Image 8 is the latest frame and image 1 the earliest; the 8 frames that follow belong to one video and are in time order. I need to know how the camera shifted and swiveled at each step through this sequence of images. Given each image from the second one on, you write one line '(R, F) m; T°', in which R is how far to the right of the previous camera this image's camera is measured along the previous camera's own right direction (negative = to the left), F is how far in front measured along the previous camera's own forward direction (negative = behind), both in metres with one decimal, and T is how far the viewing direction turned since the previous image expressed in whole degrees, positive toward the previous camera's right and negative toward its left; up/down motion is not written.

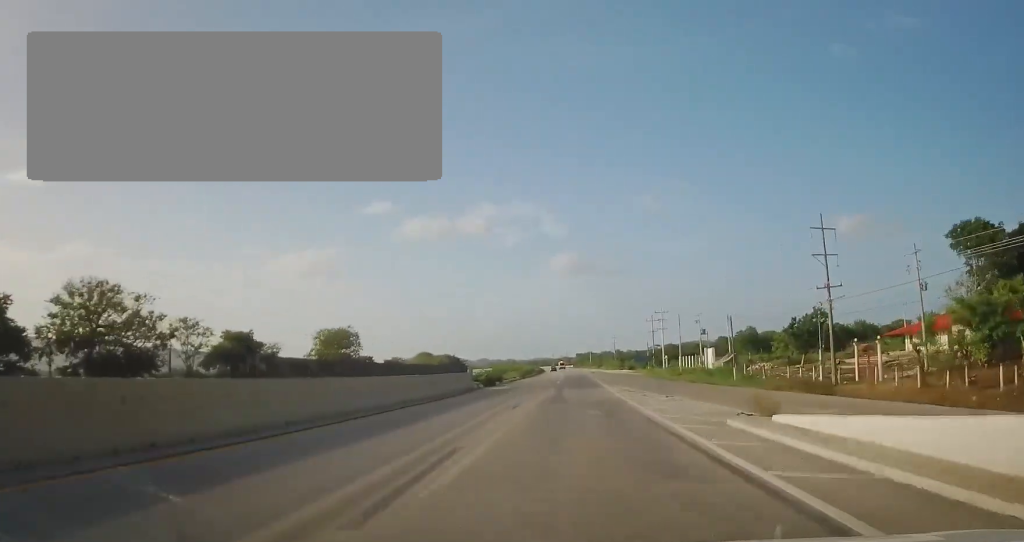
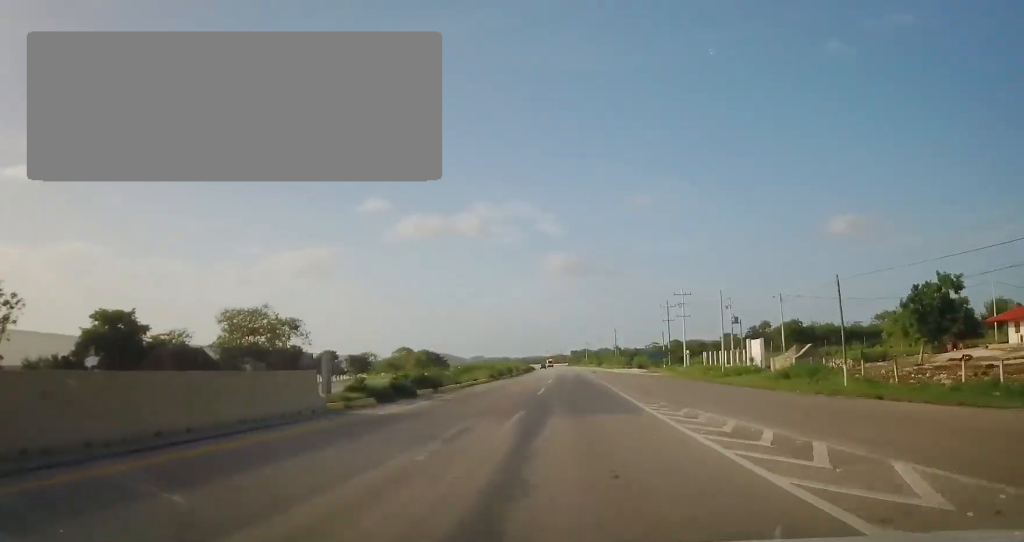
(+0.1, +26.0) m; +1°
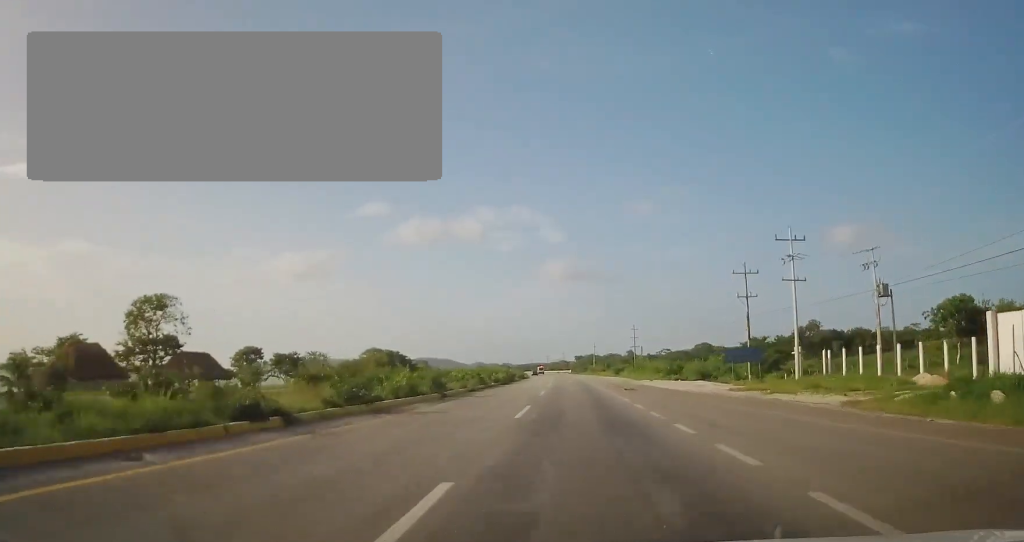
(+0.4, +43.2) m; 0°
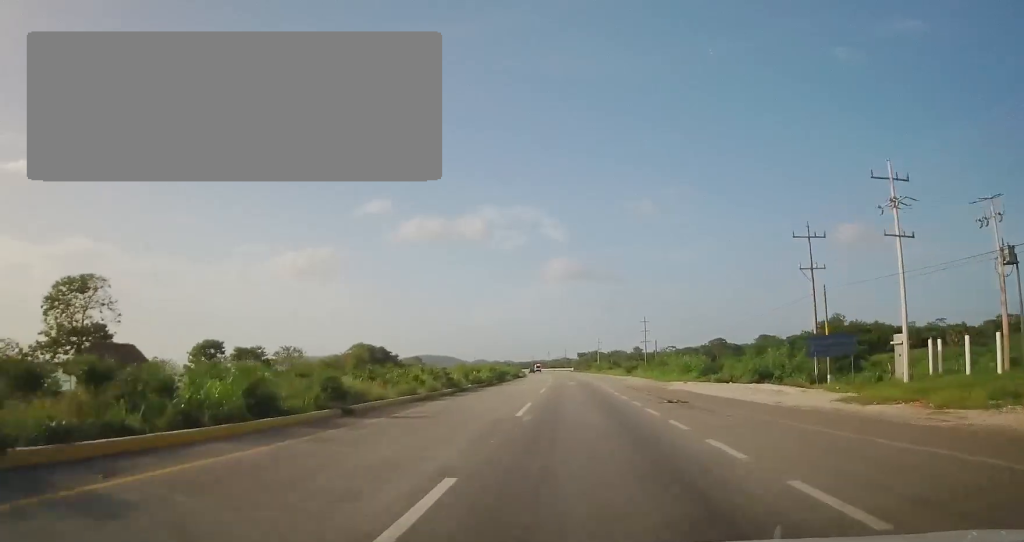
(-0.1, +15.6) m; -1°
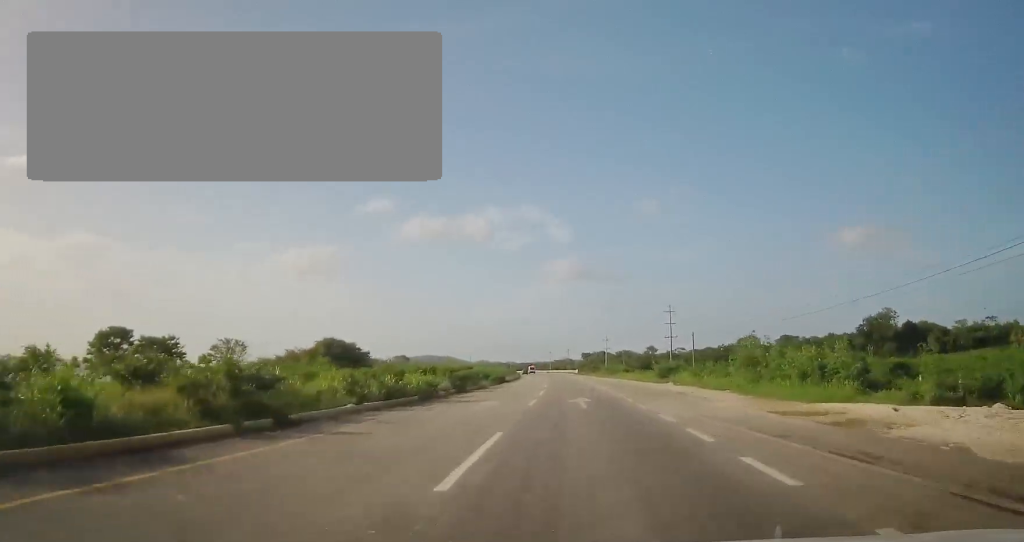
(-0.6, +26.5) m; -1°
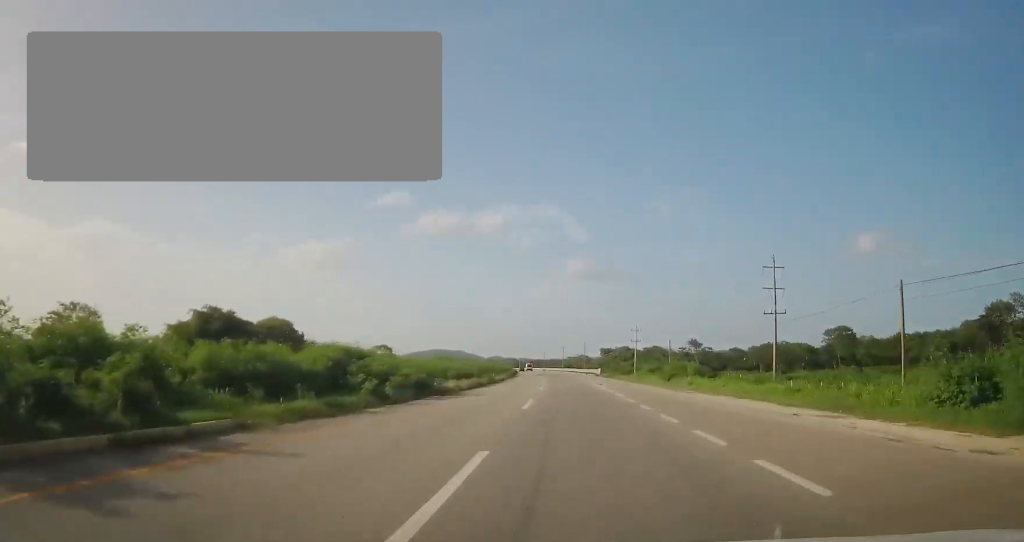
(-0.4, +43.0) m; -1°
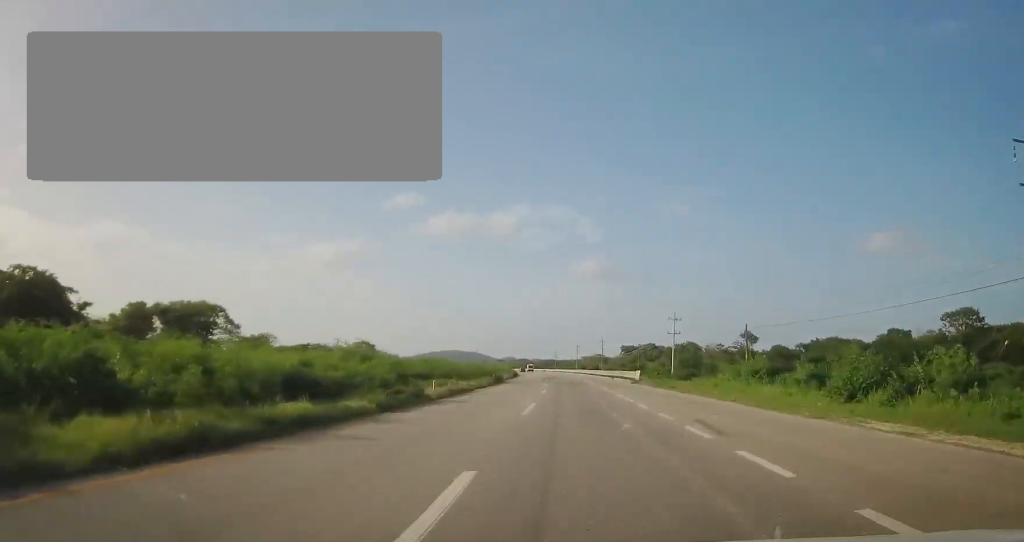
(-0.4, +31.5) m; -1°
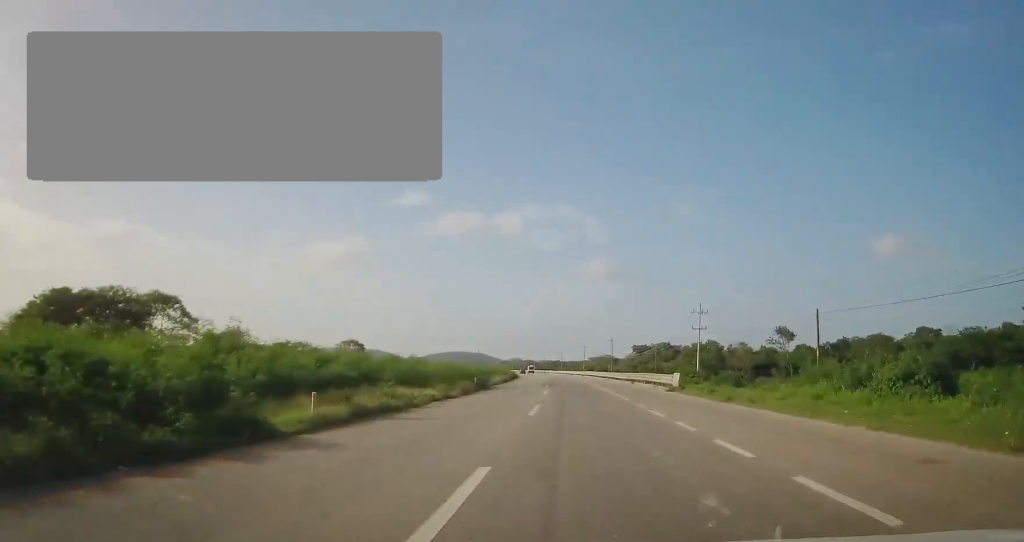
(-0.1, +14.6) m; 0°
